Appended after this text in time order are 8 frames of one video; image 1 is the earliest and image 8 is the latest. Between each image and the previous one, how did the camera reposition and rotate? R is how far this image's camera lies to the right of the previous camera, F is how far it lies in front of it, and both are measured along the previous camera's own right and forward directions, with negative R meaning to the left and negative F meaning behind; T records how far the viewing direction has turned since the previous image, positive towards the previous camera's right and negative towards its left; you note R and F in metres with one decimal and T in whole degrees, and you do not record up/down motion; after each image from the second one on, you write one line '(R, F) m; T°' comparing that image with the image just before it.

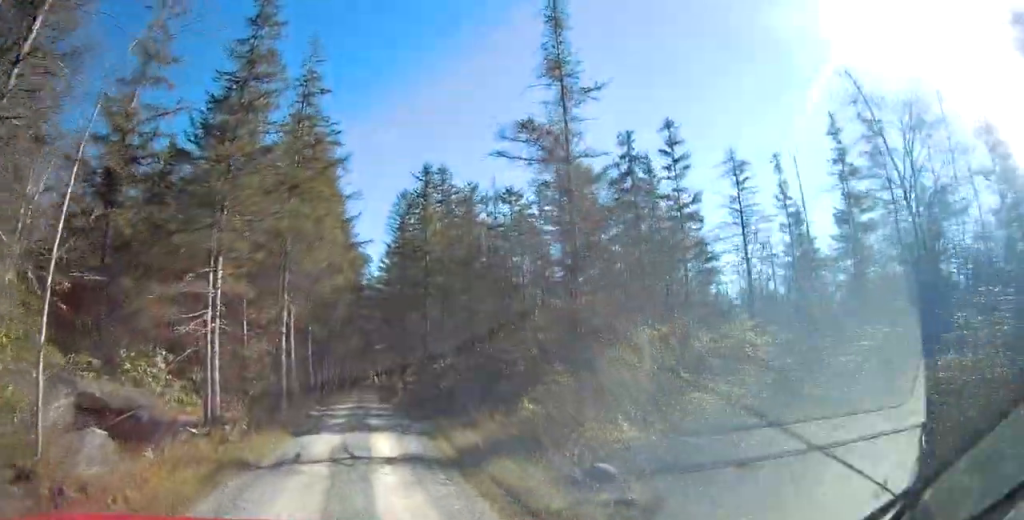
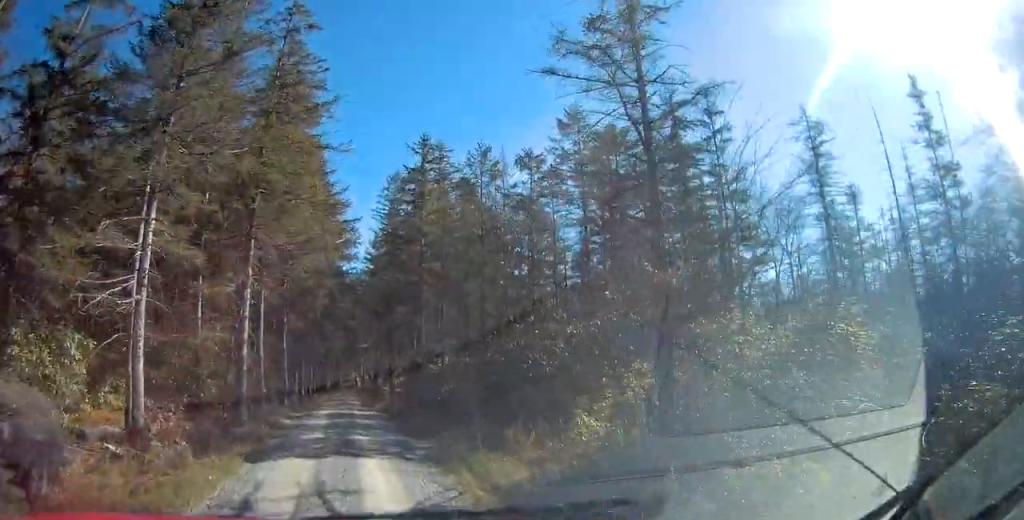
(+0.1, +5.4) m; +1°
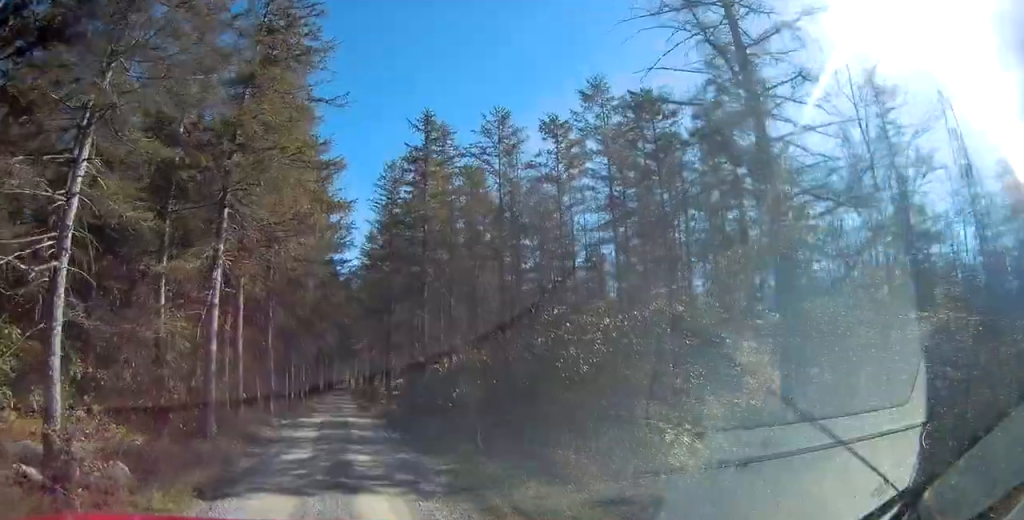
(0.0, +3.6) m; 0°
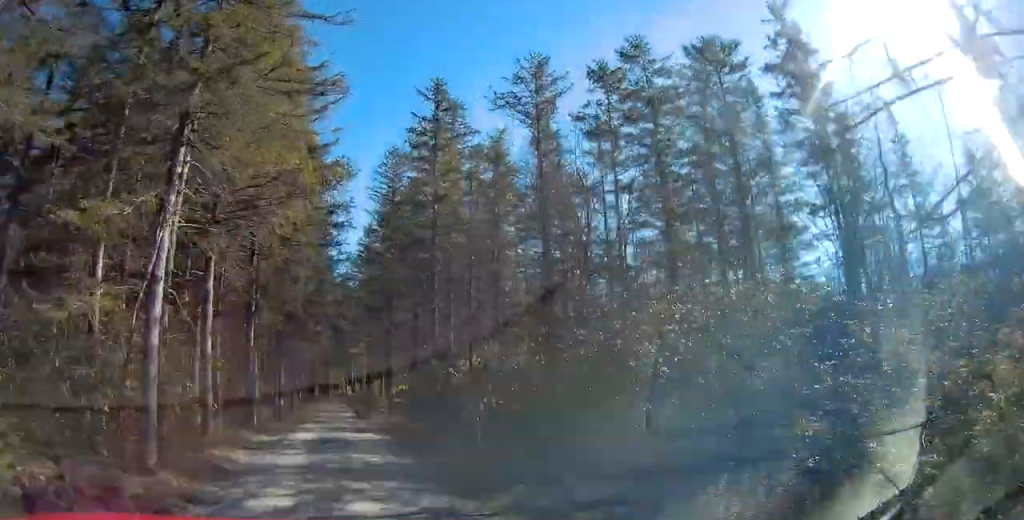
(0.0, +4.4) m; 0°
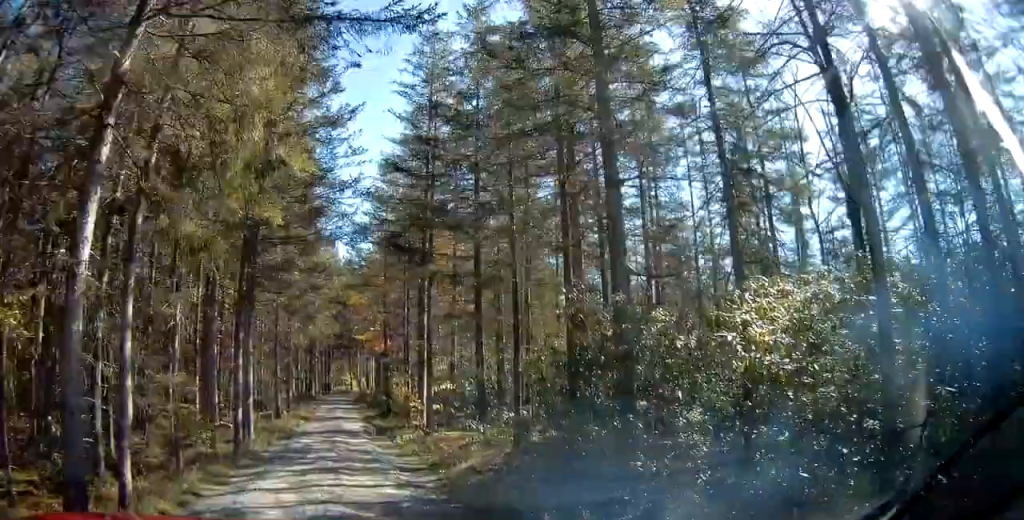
(0.0, +16.0) m; 0°
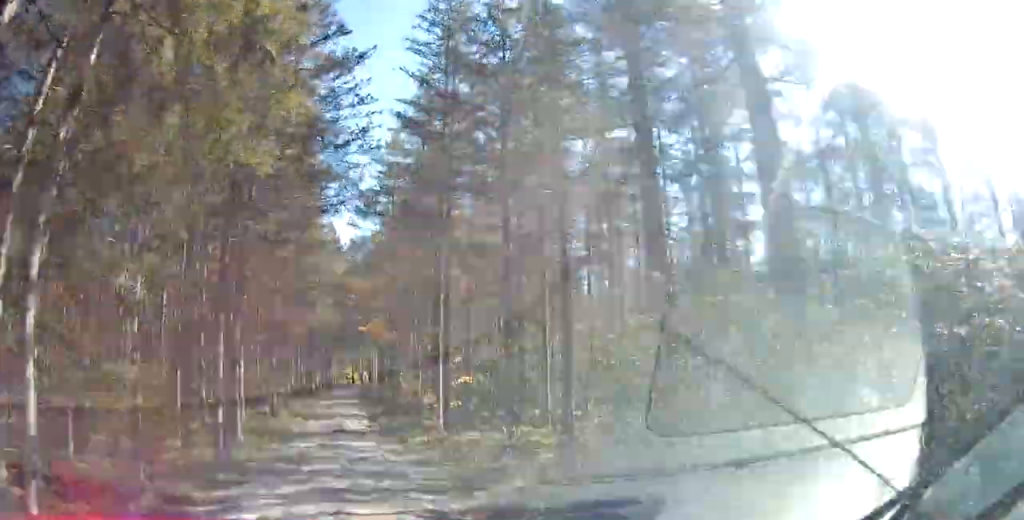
(0.0, +3.5) m; 0°
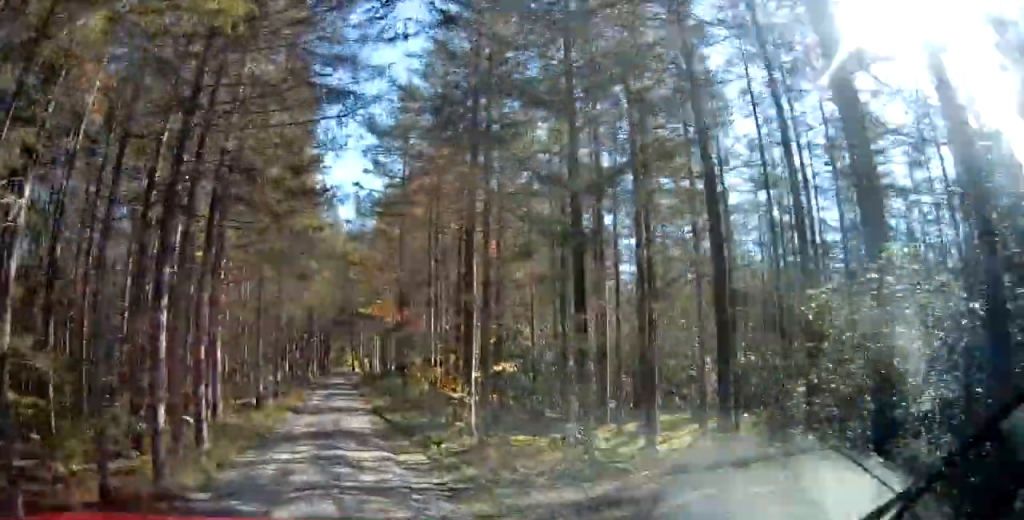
(0.0, +5.4) m; -1°
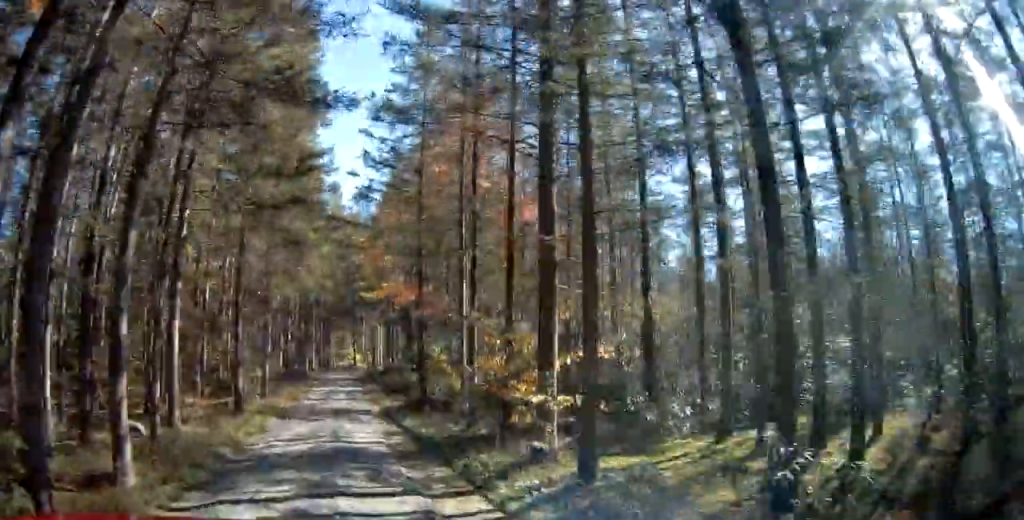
(-0.1, +6.3) m; 0°
